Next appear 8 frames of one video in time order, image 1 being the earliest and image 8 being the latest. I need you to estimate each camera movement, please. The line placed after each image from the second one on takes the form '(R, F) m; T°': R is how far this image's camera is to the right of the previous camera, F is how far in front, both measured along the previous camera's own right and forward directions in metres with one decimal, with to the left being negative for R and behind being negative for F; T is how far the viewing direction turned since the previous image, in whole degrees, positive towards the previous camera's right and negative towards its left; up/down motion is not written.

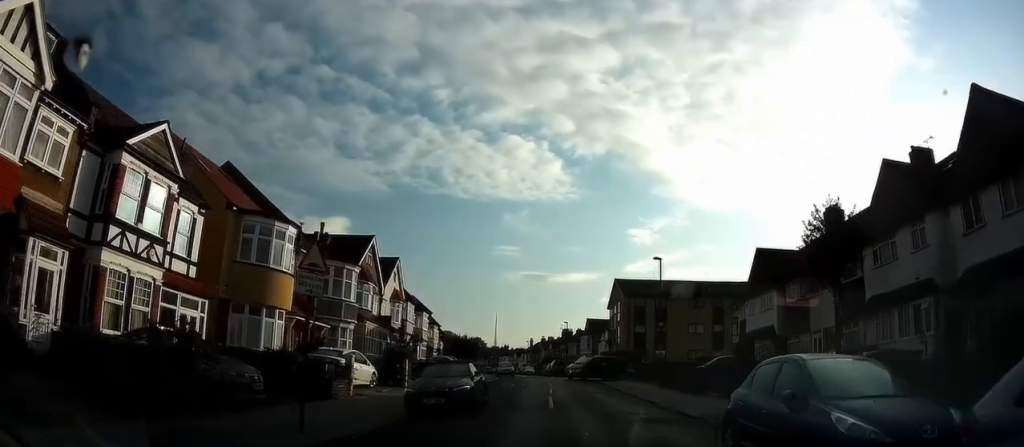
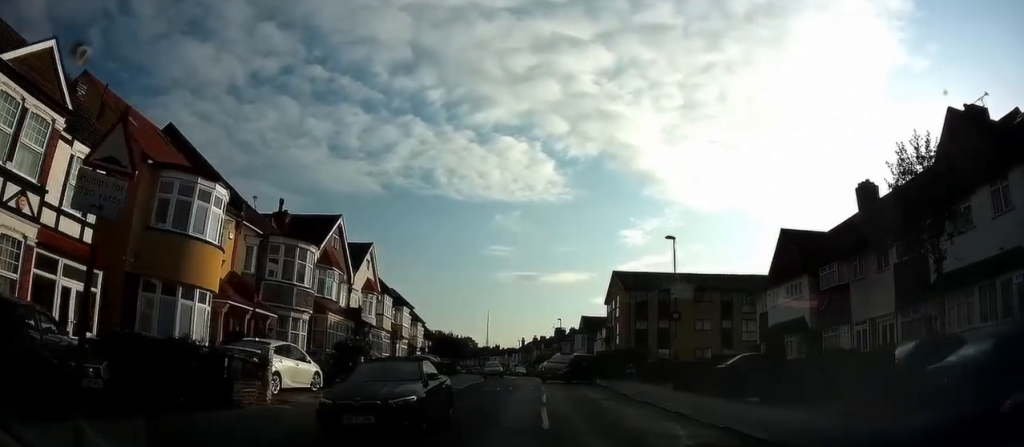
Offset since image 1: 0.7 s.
(0.0, +5.8) m; 0°
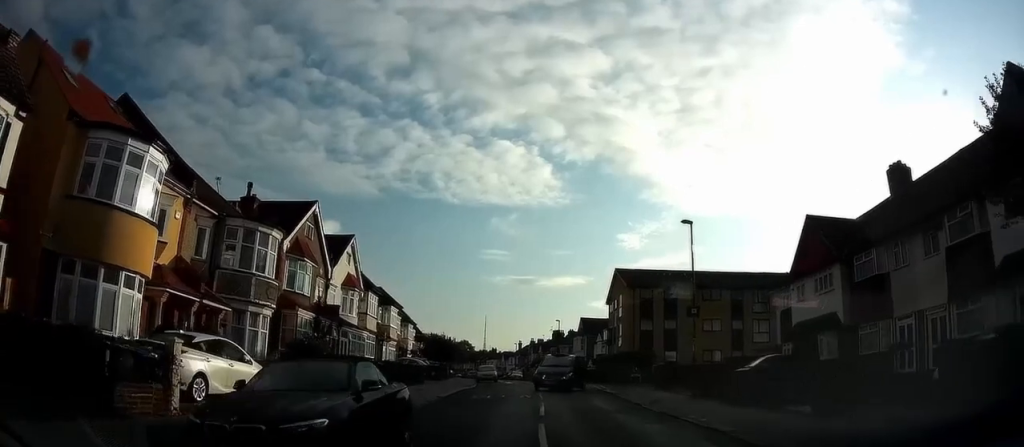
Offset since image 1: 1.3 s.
(0.0, +4.7) m; 0°
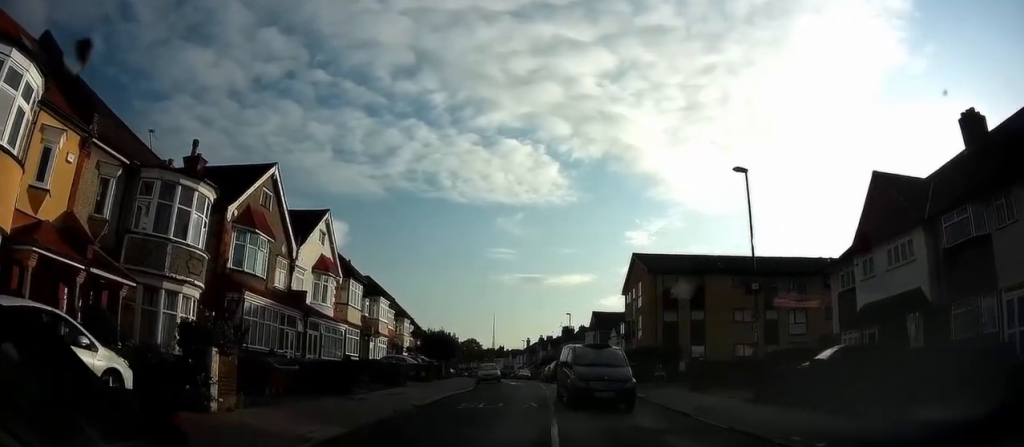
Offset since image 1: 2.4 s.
(0.0, +7.8) m; 0°
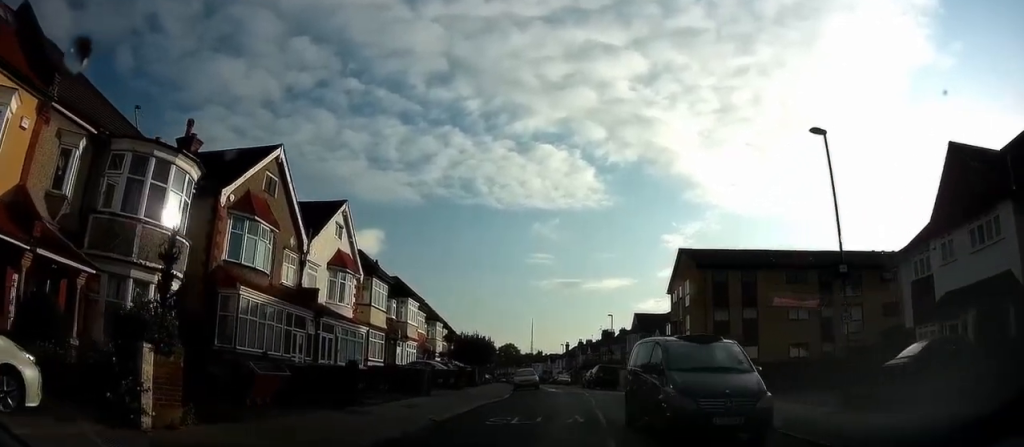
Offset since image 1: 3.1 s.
(0.0, +4.2) m; 0°
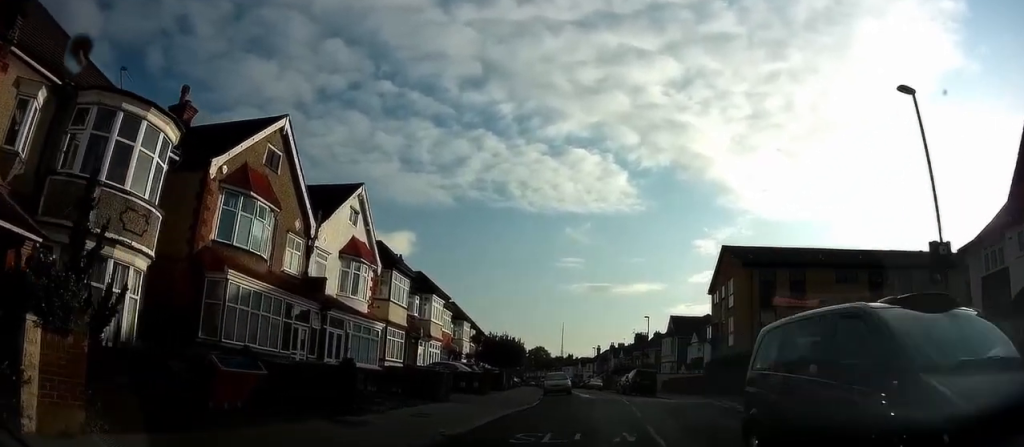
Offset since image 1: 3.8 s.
(0.0, +3.5) m; -1°
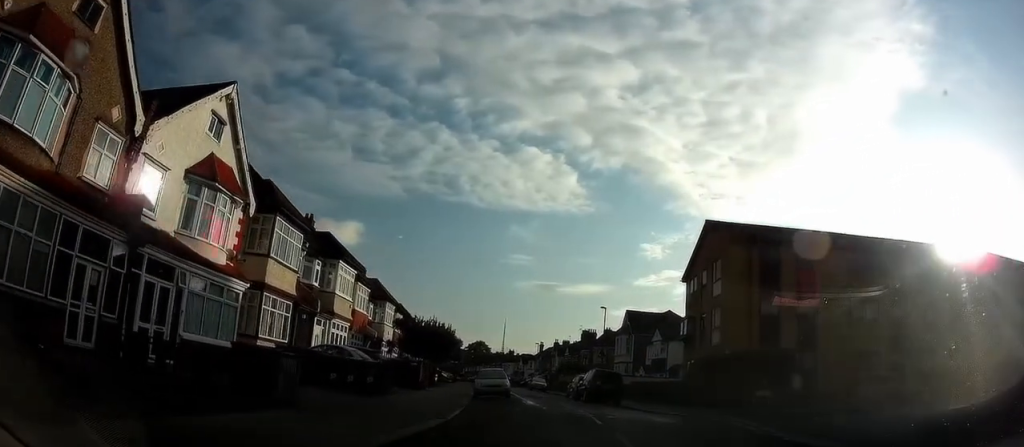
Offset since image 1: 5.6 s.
(-0.1, +10.1) m; 0°
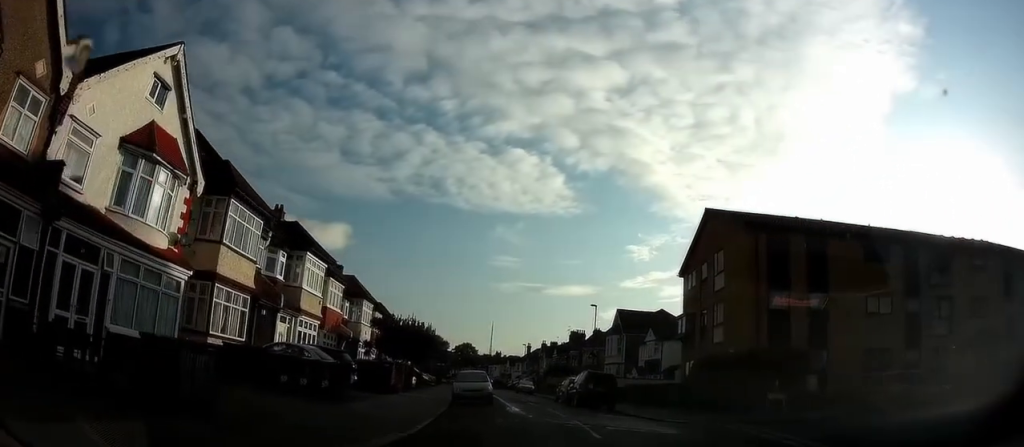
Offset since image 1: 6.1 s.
(0.0, +3.4) m; 0°
